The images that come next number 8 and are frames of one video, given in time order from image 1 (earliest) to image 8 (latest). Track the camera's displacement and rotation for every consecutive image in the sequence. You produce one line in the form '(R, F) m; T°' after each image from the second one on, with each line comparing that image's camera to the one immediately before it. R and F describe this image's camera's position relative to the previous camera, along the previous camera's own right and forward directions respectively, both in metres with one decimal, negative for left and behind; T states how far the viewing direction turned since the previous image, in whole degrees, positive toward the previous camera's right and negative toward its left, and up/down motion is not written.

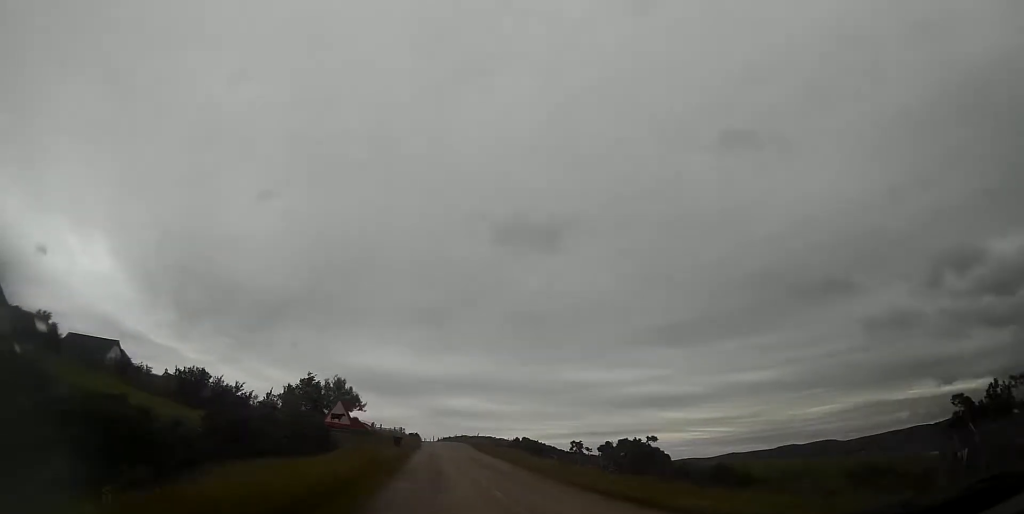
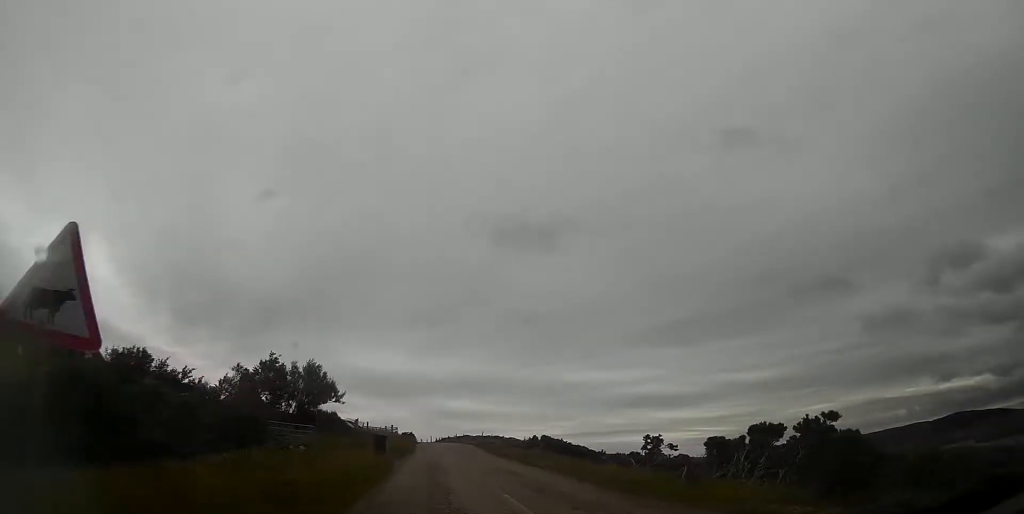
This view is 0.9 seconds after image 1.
(+0.1, +12.3) m; +1°
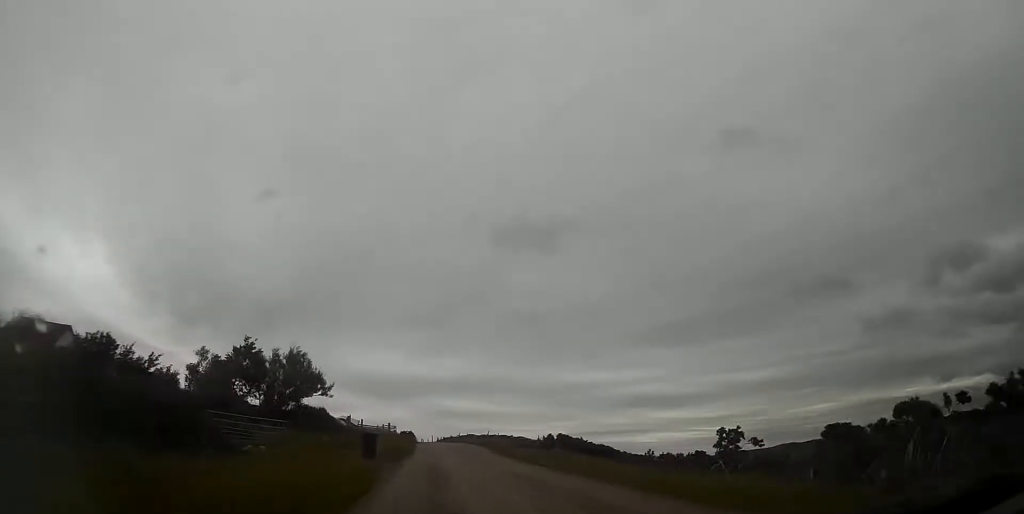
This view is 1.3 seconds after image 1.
(+0.1, +5.9) m; 0°
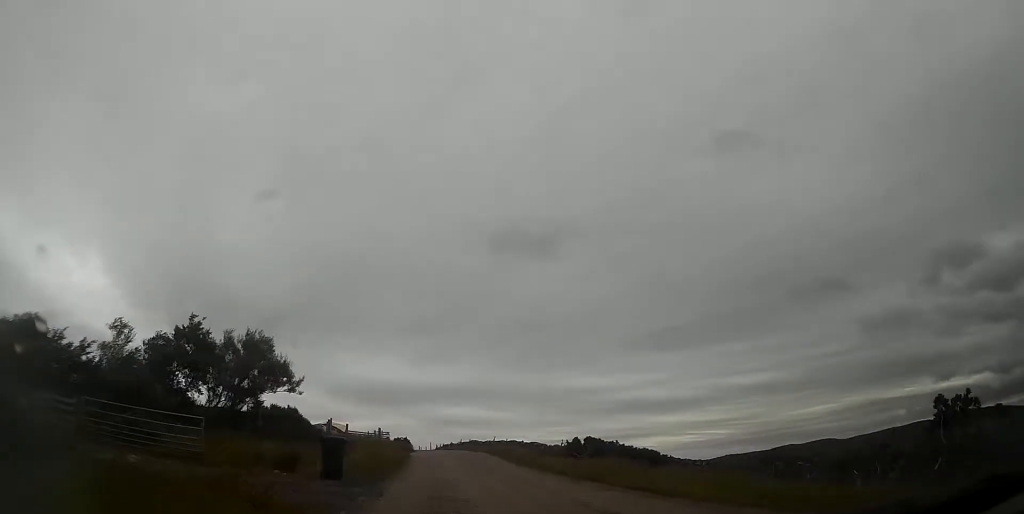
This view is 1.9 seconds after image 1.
(+0.1, +8.5) m; 0°
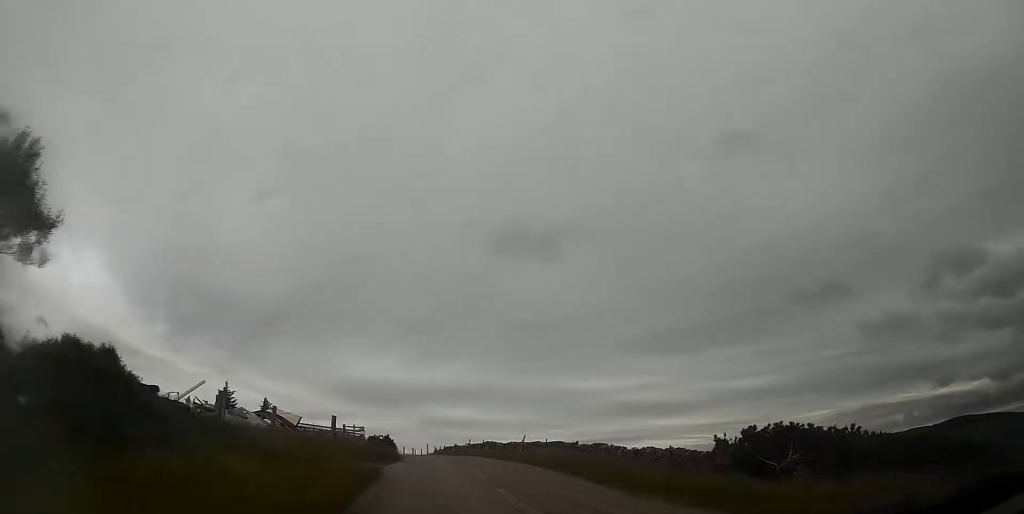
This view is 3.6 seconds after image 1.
(-0.4, +20.7) m; -2°
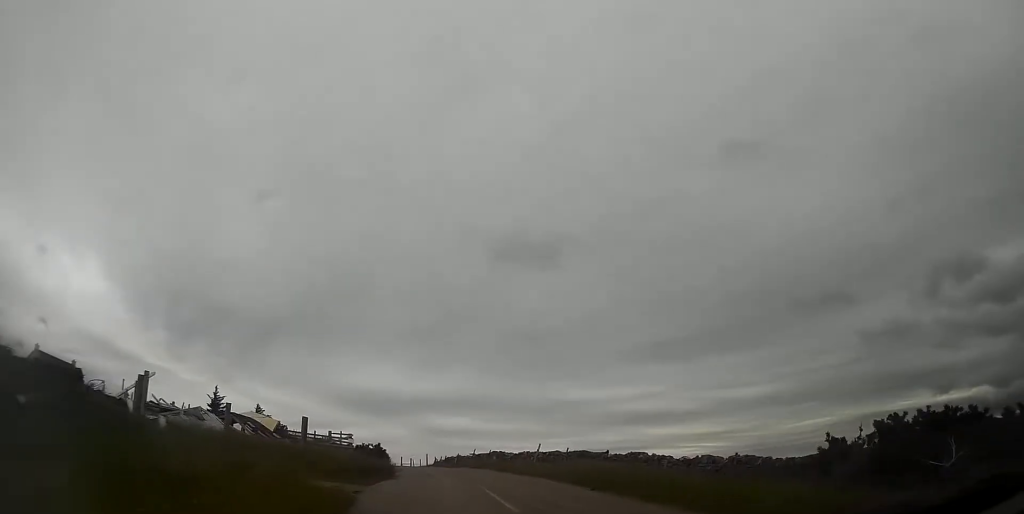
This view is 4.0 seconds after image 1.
(0.0, +5.8) m; -1°
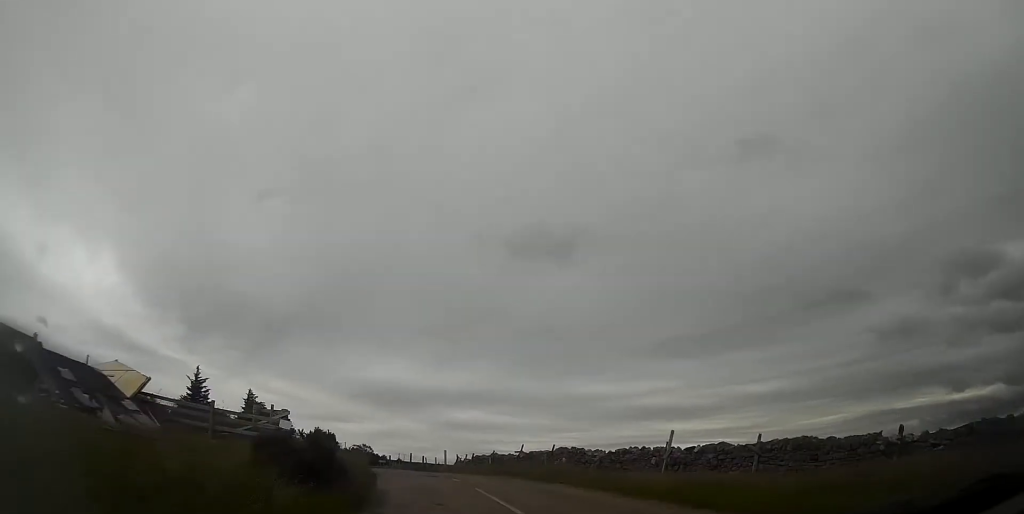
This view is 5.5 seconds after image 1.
(-0.3, +17.8) m; -3°
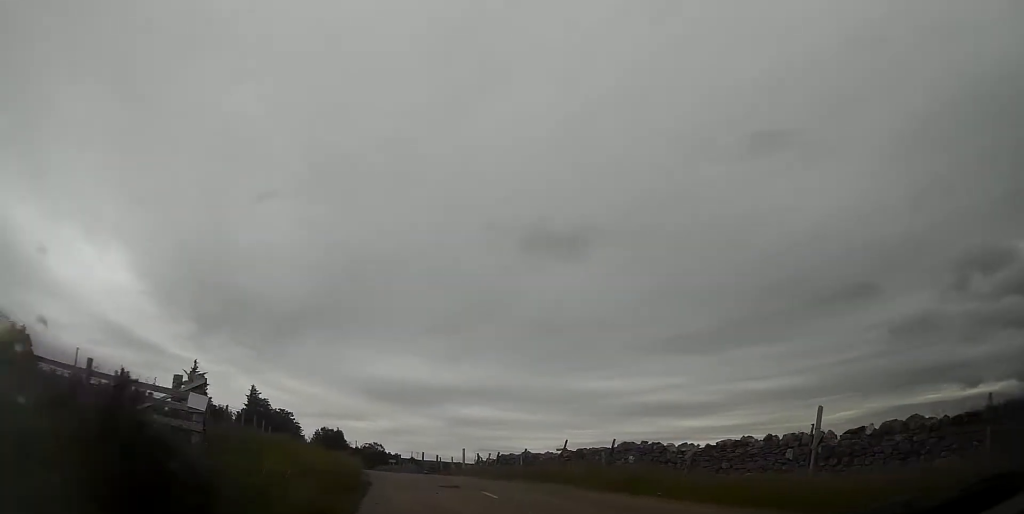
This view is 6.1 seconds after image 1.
(-0.1, +6.7) m; -2°
